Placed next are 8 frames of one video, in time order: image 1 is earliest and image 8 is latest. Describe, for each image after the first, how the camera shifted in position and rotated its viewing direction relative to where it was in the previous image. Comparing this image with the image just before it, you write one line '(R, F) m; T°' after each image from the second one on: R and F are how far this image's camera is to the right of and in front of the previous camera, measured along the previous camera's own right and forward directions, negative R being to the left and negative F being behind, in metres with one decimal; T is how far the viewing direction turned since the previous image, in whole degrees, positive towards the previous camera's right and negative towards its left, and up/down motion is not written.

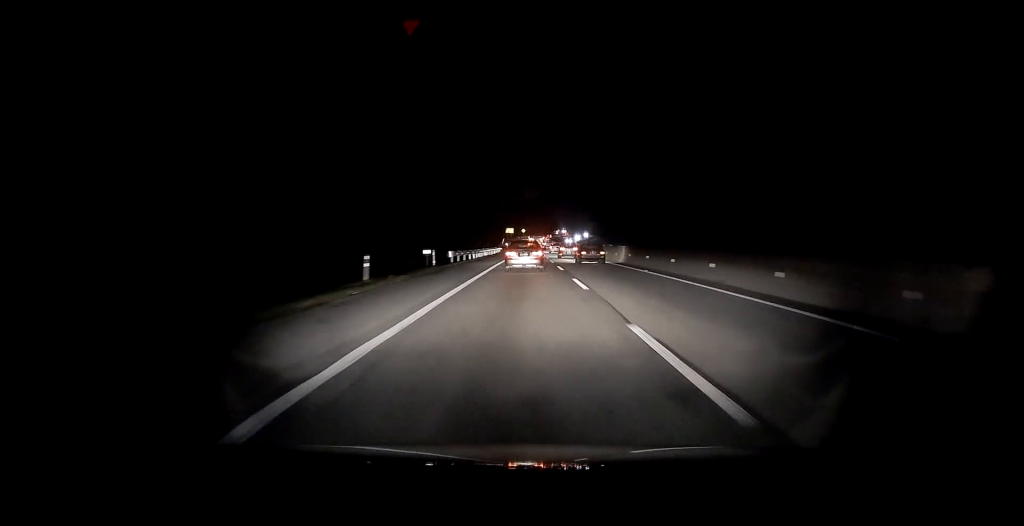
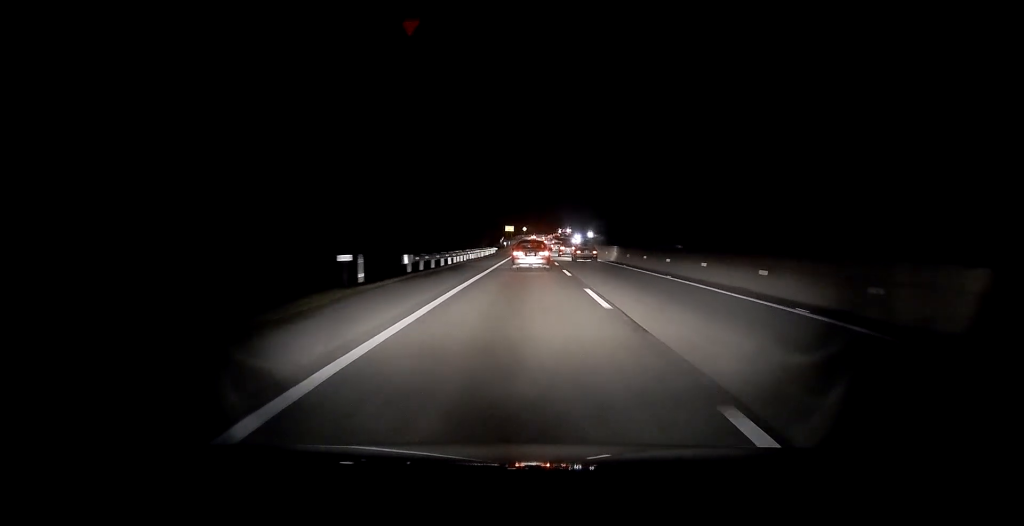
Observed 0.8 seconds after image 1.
(-0.1, +16.7) m; 0°
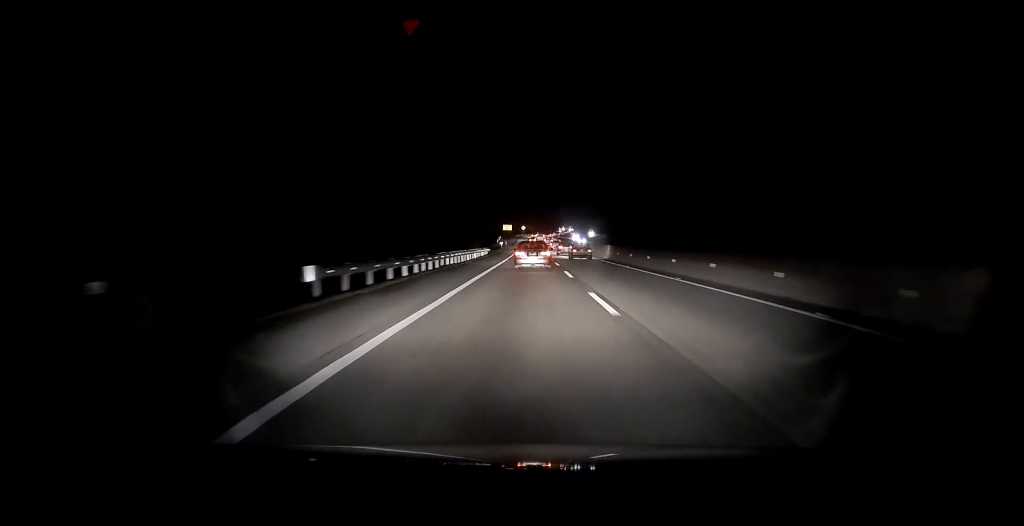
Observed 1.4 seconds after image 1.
(-0.1, +13.1) m; 0°
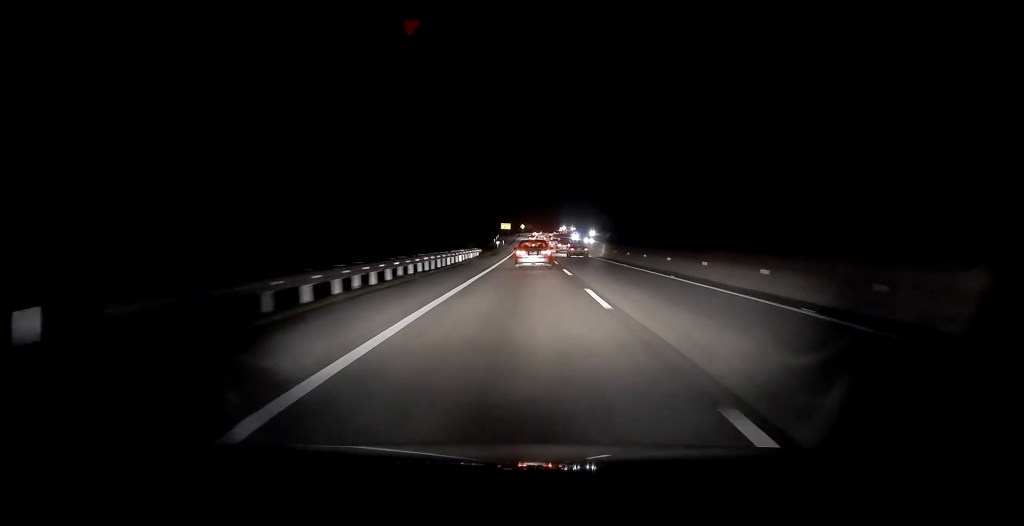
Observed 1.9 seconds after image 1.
(+0.2, +11.0) m; 0°
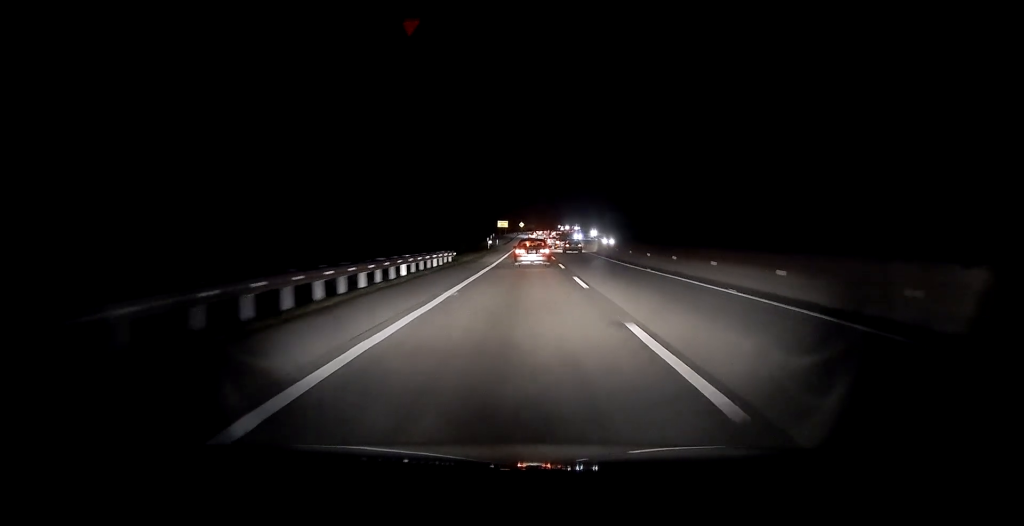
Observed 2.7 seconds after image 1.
(-0.1, +19.1) m; 0°
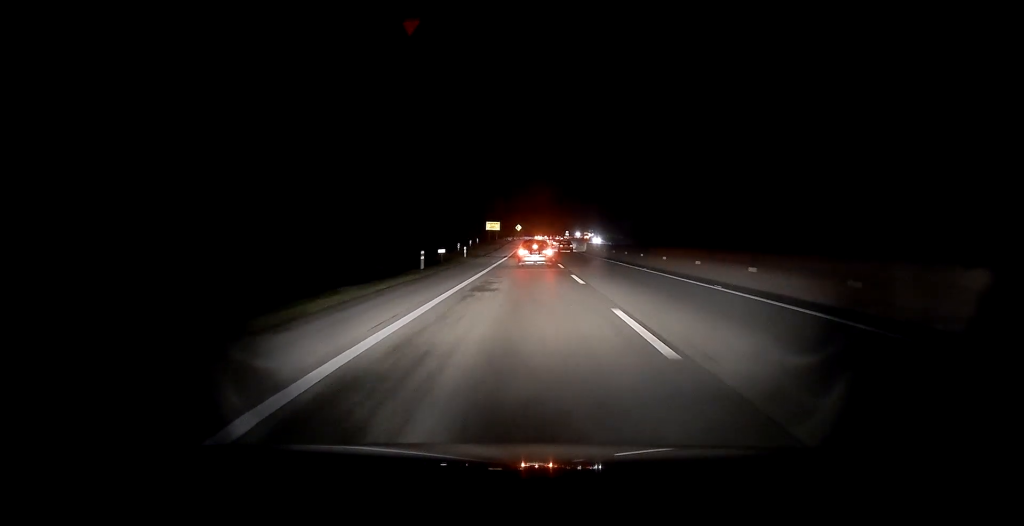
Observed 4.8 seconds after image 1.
(-0.1, +45.4) m; 0°
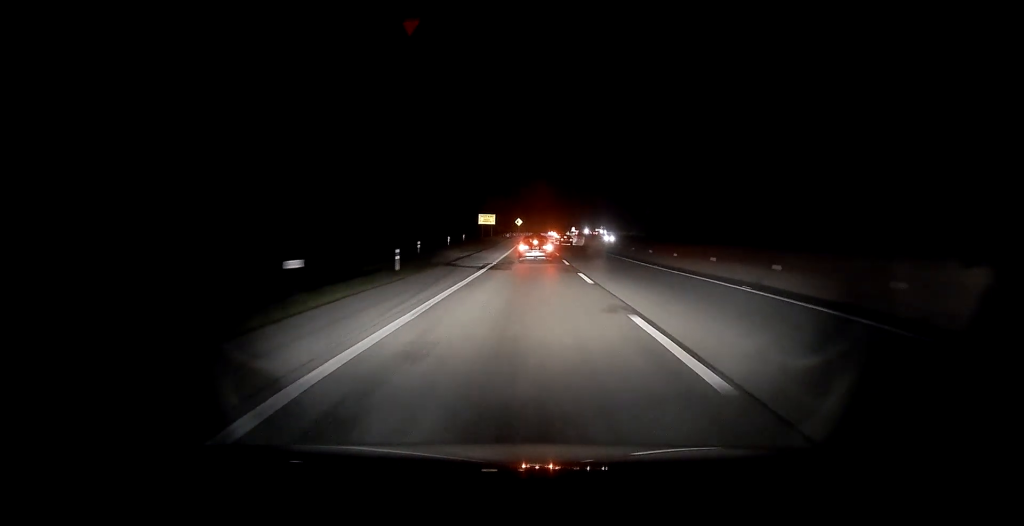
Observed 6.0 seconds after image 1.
(+0.2, +25.4) m; 0°
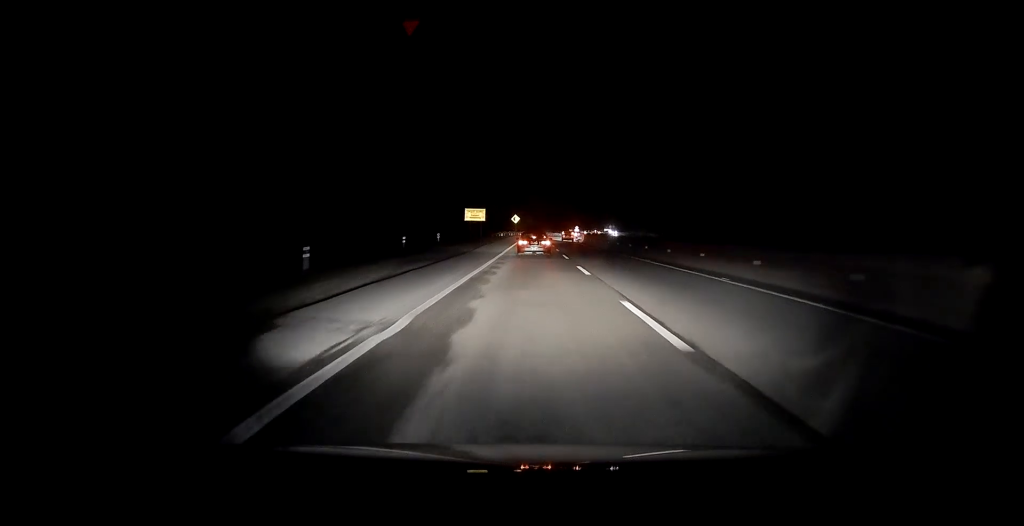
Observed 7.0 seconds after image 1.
(-0.2, +22.2) m; -1°
